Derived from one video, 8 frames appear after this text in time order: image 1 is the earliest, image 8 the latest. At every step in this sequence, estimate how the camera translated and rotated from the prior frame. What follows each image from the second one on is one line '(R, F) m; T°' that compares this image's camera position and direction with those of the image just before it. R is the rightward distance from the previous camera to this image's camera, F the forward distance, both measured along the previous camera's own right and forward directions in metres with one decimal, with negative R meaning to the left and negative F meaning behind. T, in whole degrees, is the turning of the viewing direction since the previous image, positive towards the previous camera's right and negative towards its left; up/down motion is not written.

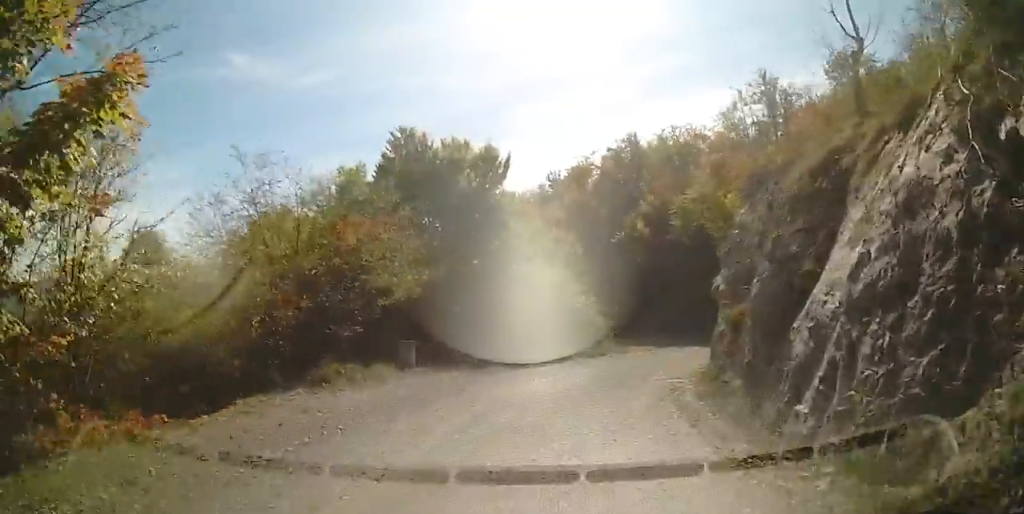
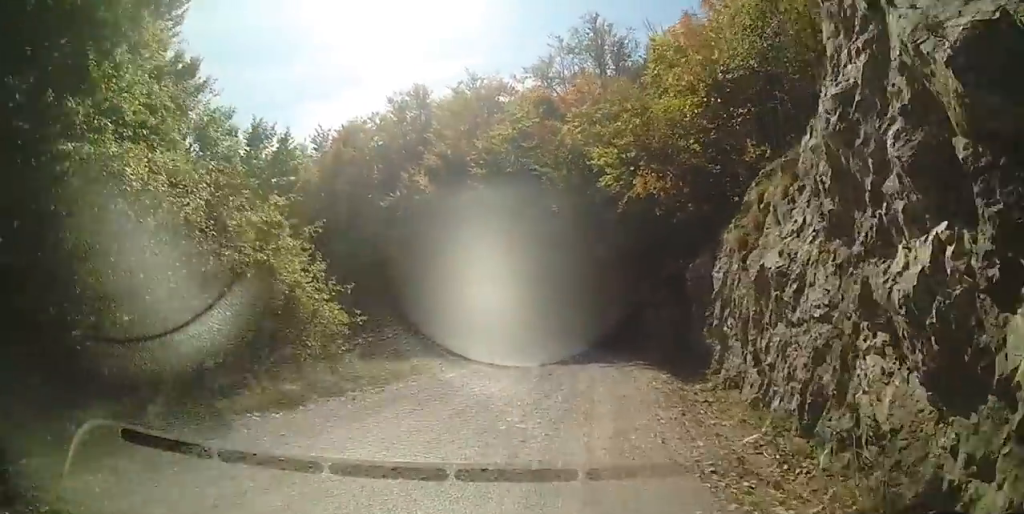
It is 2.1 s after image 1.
(+1.8, +14.1) m; +16°
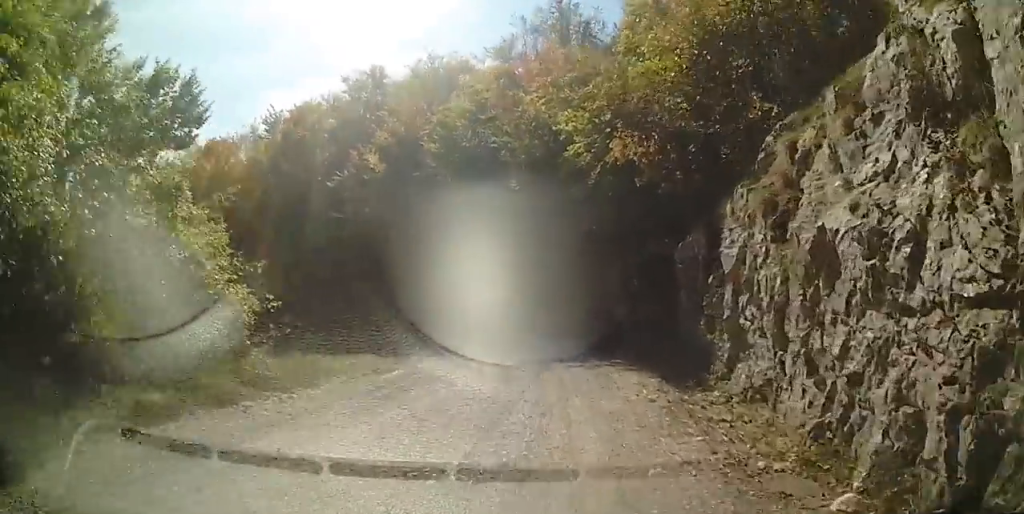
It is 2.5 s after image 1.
(+0.2, +2.4) m; +3°
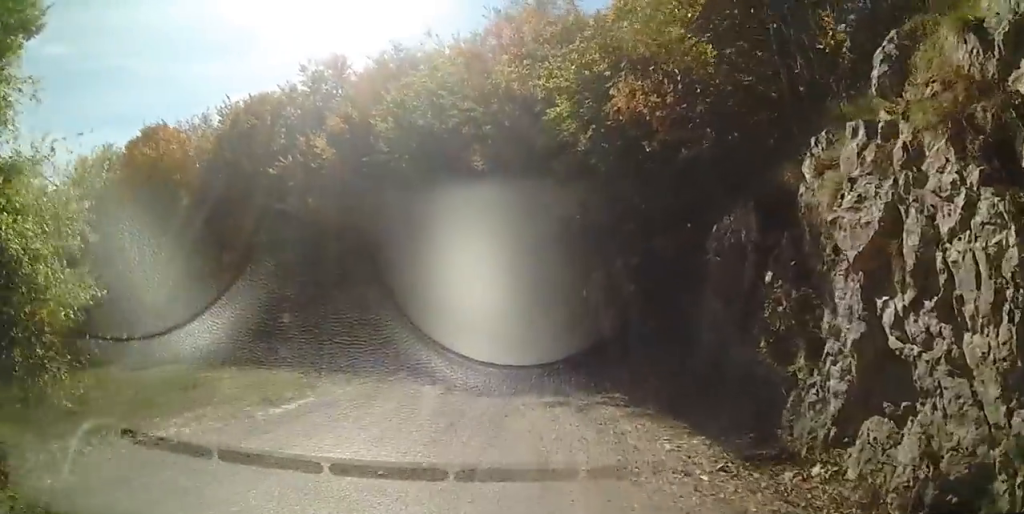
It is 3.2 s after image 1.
(+0.1, +3.7) m; +1°
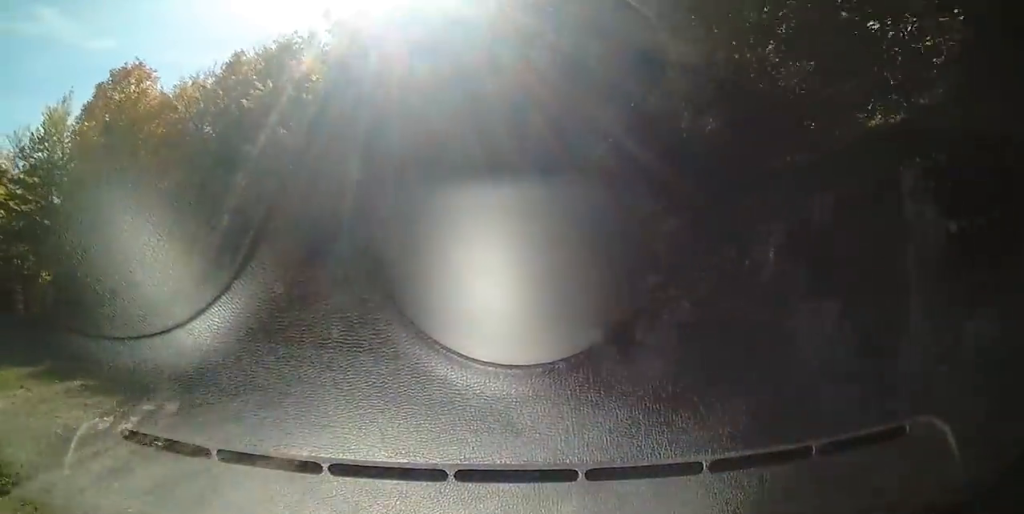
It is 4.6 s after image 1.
(-0.4, +8.1) m; -10°
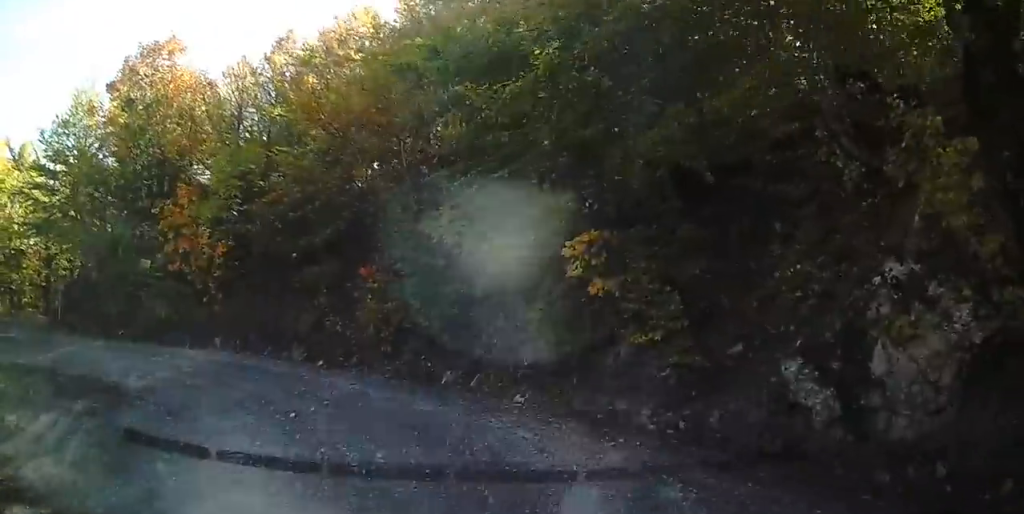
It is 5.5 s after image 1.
(-0.4, +4.5) m; -9°
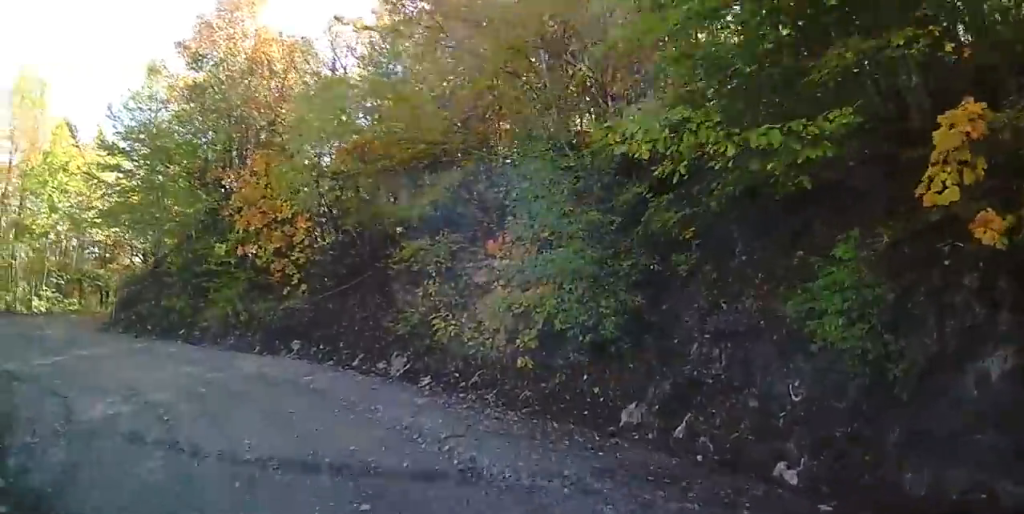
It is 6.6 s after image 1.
(-0.5, +5.2) m; -12°
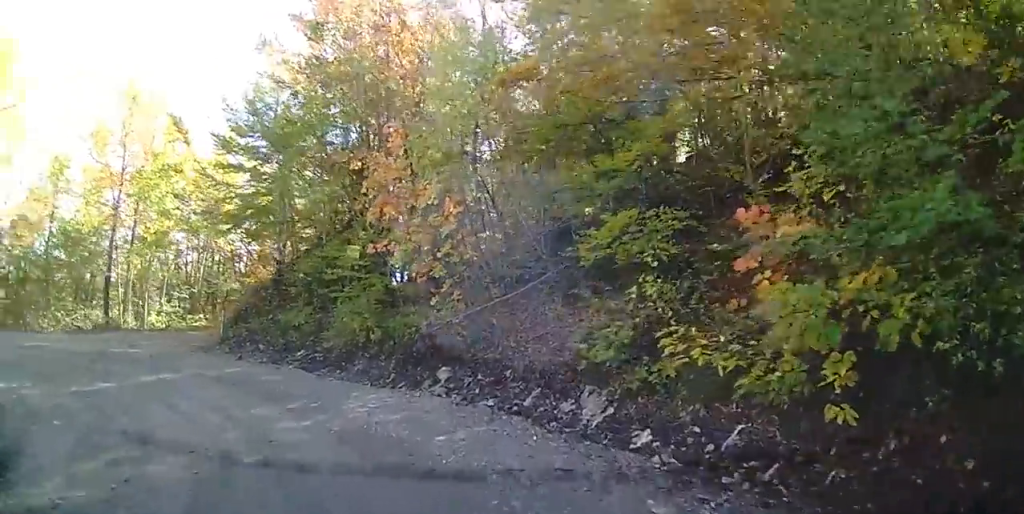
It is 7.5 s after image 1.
(-0.4, +4.0) m; -16°
